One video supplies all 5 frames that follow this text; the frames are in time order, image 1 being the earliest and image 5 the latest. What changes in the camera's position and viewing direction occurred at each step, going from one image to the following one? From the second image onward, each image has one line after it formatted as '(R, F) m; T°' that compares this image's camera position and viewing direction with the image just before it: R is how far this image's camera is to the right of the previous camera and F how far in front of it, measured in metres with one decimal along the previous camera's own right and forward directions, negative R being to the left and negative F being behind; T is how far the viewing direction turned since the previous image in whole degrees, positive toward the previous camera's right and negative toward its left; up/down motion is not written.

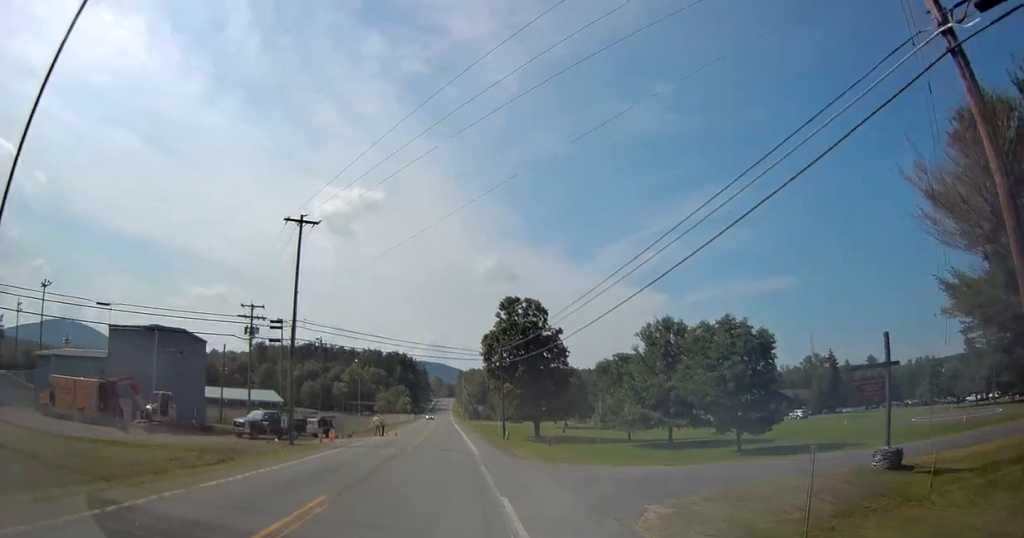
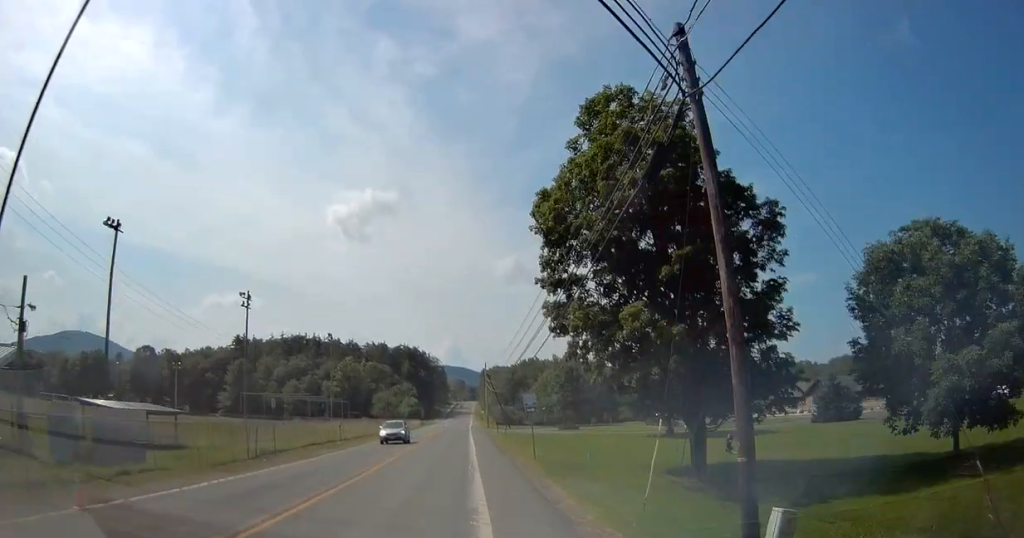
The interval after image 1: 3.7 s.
(-1.6, +46.7) m; -3°
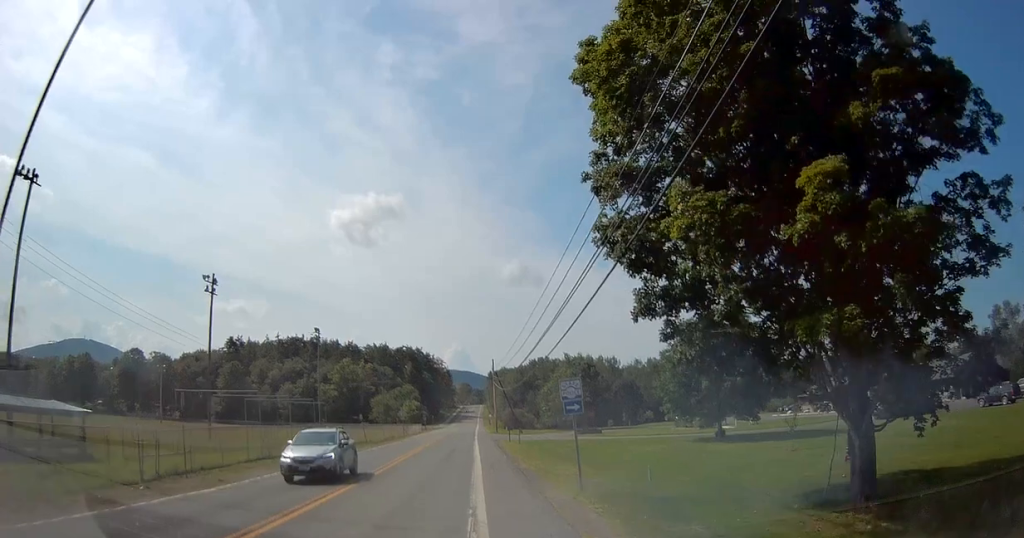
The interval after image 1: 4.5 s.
(-0.1, +11.1) m; -1°
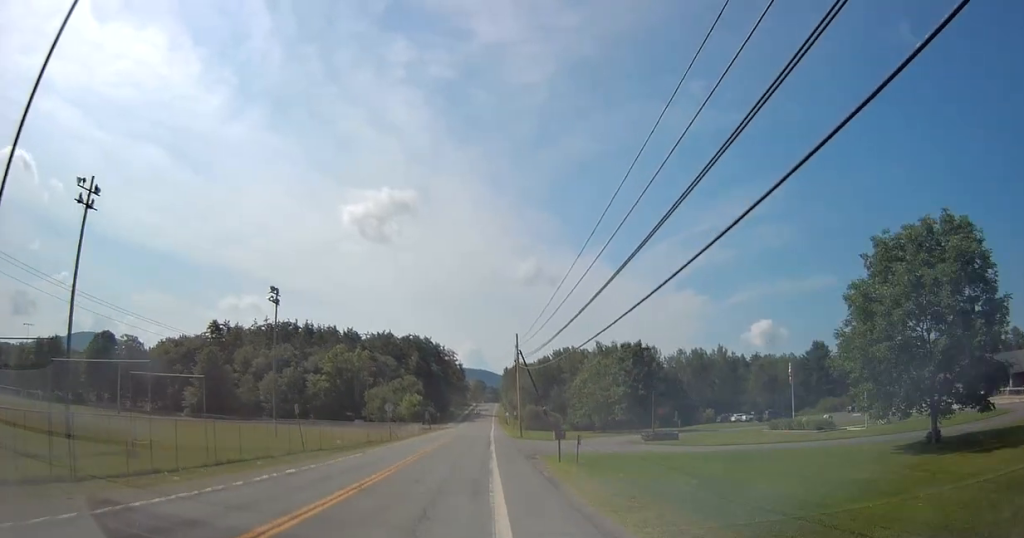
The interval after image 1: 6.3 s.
(0.0, +24.4) m; 0°
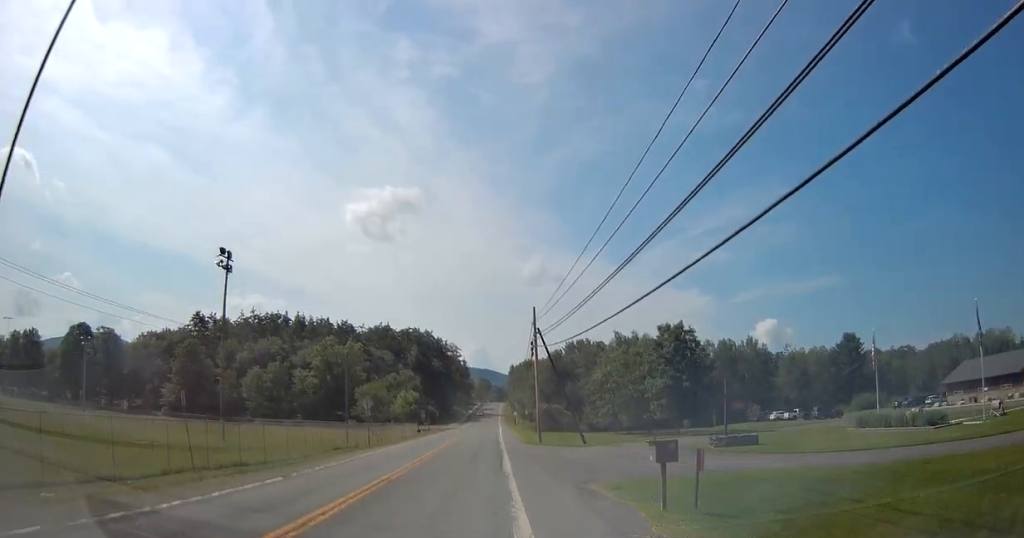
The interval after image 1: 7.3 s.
(-0.3, +14.3) m; -2°
